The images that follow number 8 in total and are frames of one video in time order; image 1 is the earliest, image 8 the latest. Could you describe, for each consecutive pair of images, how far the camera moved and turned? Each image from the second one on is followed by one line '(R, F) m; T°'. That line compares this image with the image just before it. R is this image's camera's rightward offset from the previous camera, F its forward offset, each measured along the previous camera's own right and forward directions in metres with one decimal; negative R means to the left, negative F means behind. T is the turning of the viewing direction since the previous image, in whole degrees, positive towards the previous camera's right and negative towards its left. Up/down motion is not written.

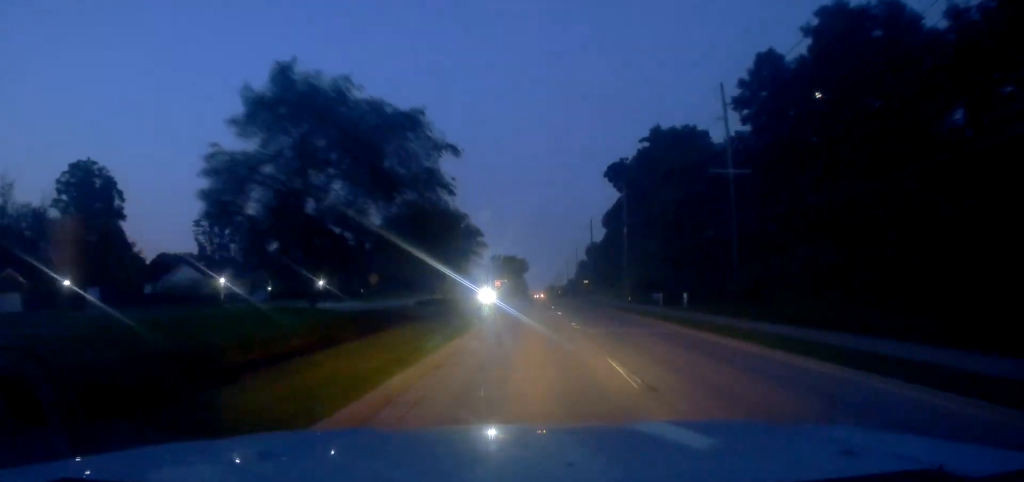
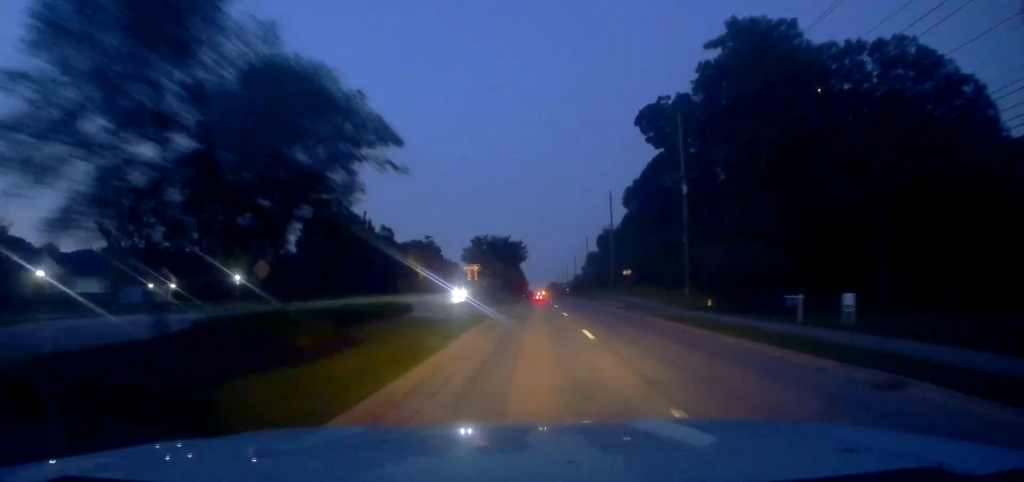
(+0.3, +34.9) m; 0°
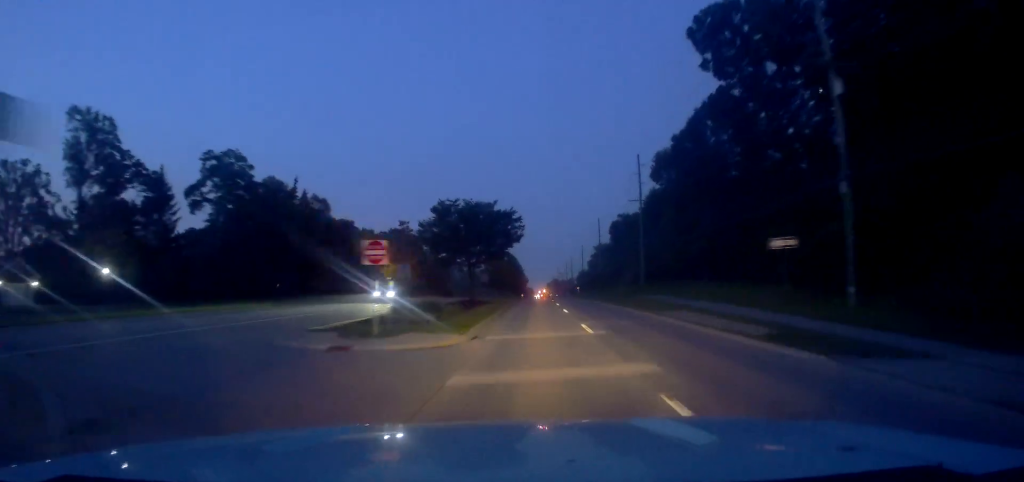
(-0.8, +29.4) m; -1°
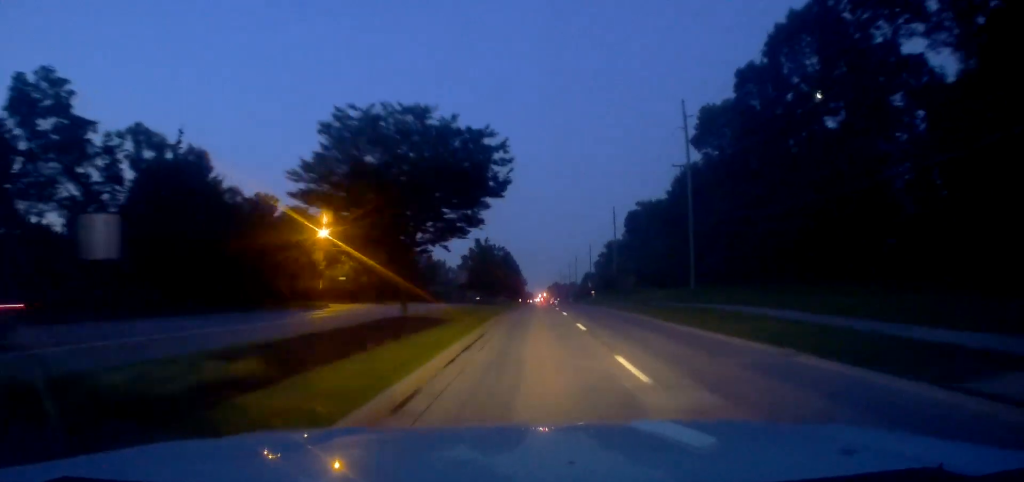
(+0.1, +25.0) m; 0°
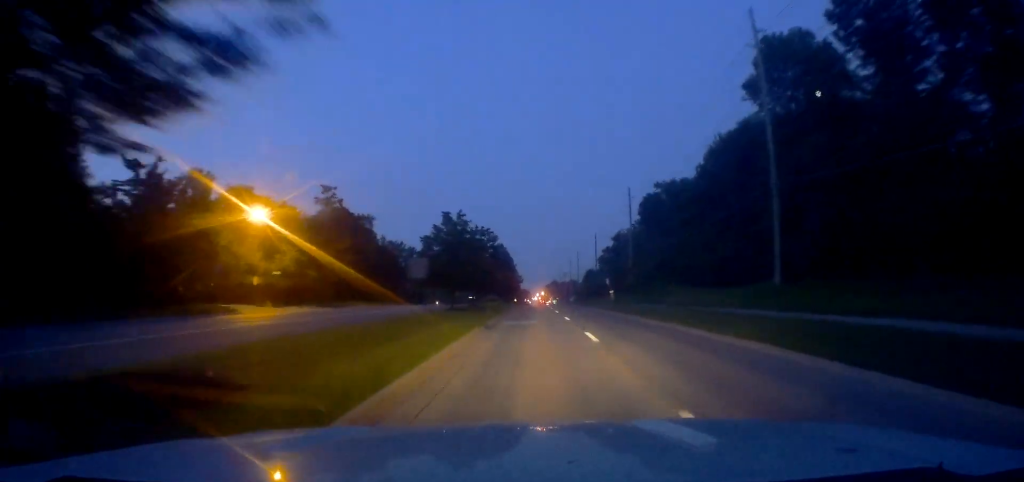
(0.0, +19.6) m; +1°
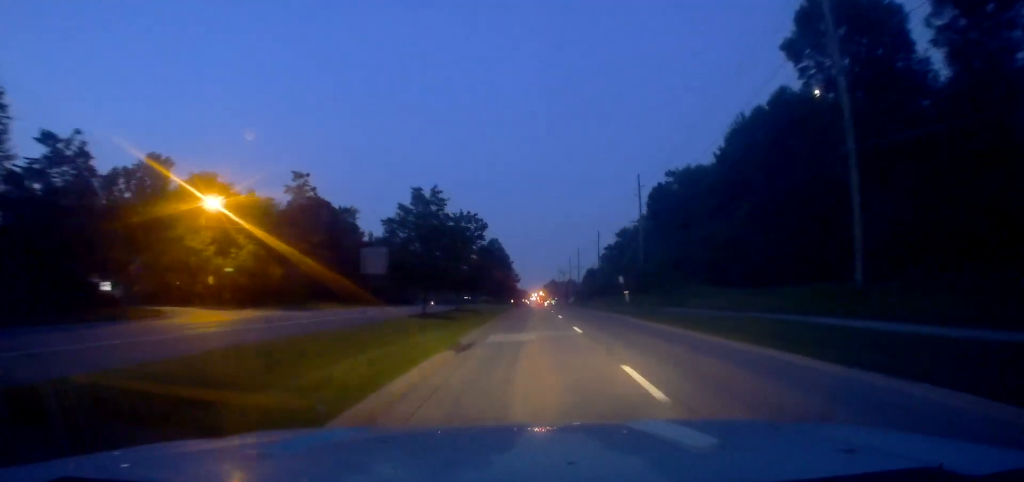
(+0.3, +9.4) m; 0°
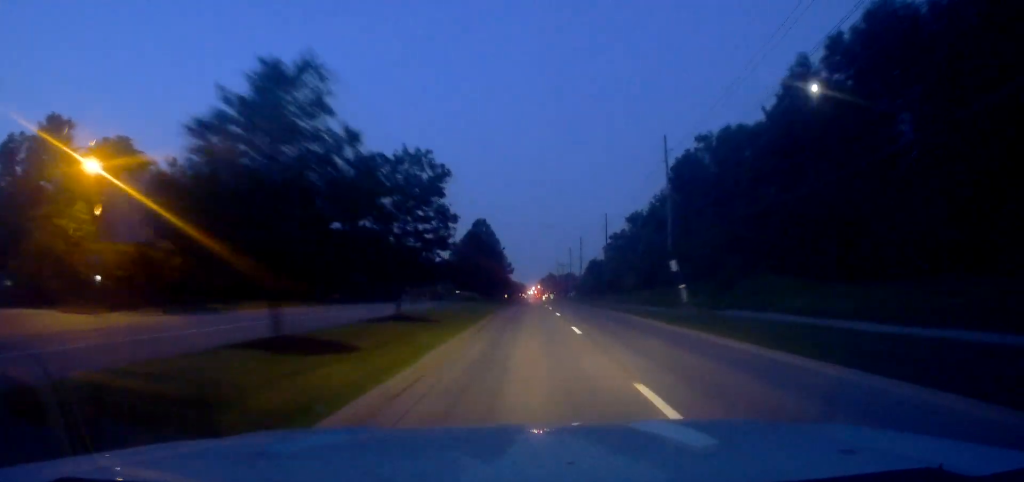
(-0.1, +17.4) m; 0°
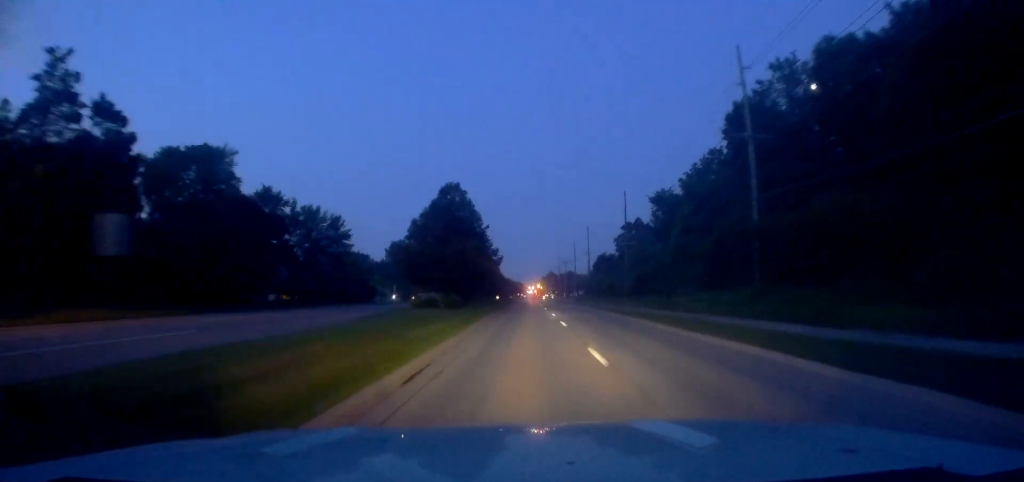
(+0.1, +24.0) m; +1°
